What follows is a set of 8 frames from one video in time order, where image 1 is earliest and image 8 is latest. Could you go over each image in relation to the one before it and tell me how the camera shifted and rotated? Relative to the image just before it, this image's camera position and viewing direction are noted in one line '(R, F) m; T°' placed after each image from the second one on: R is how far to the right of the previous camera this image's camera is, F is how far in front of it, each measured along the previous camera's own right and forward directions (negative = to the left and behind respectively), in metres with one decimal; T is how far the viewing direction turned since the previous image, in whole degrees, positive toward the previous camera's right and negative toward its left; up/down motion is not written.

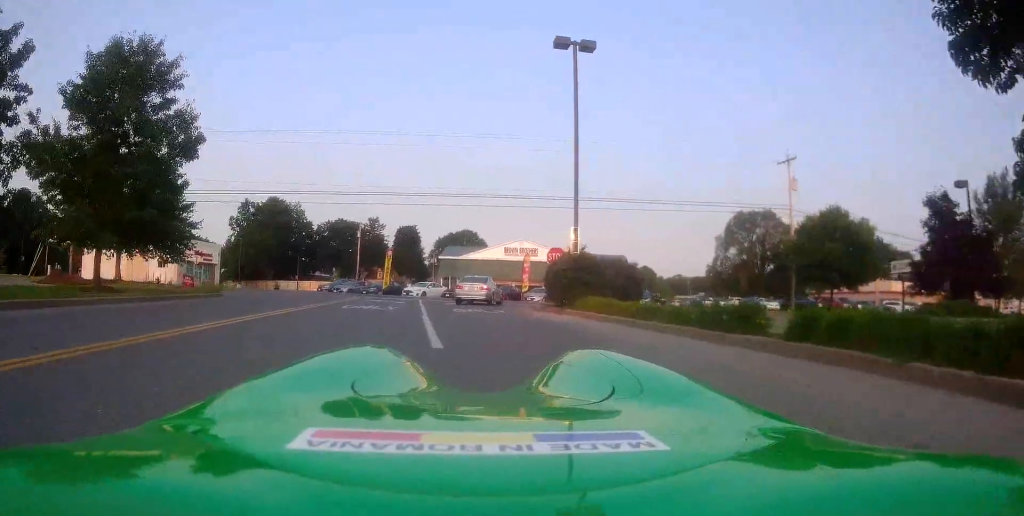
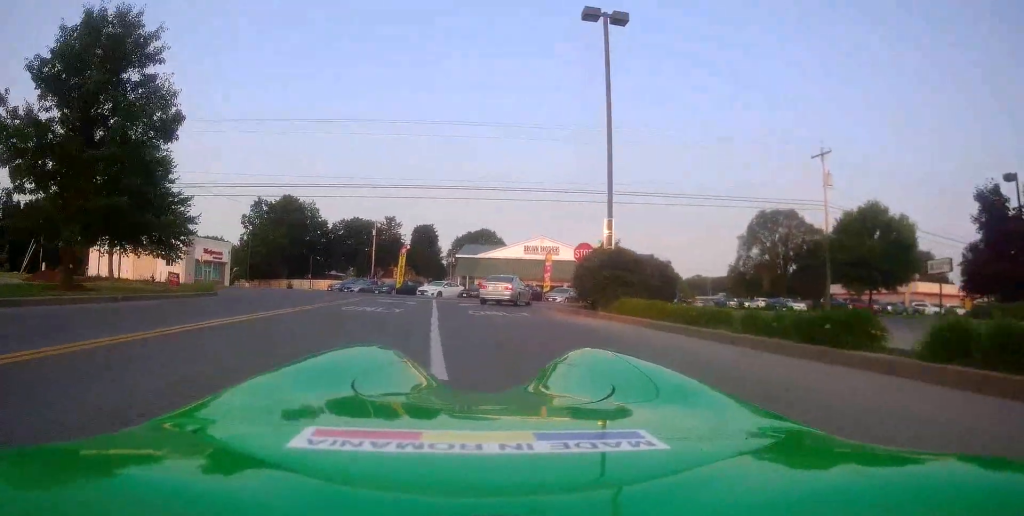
(+0.1, +2.5) m; 0°
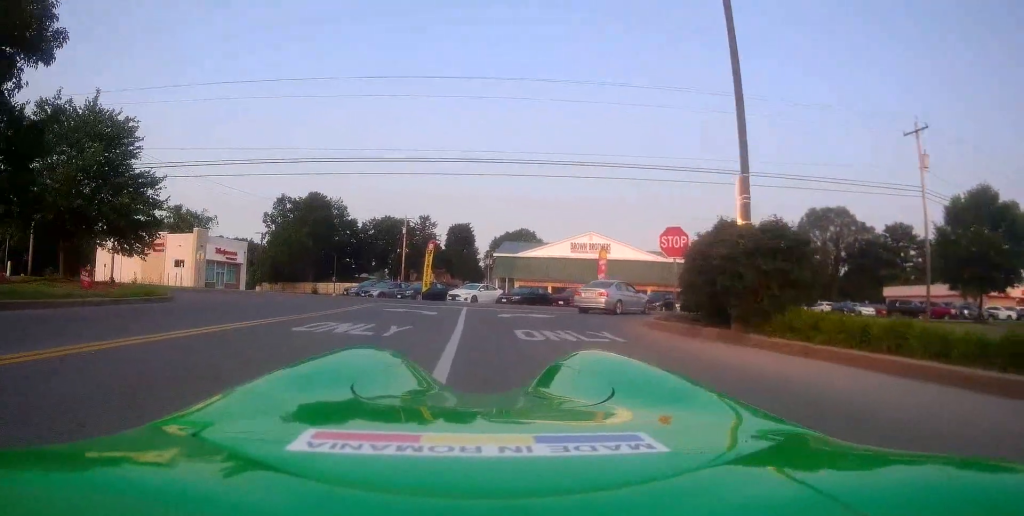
(-0.2, +7.2) m; 0°
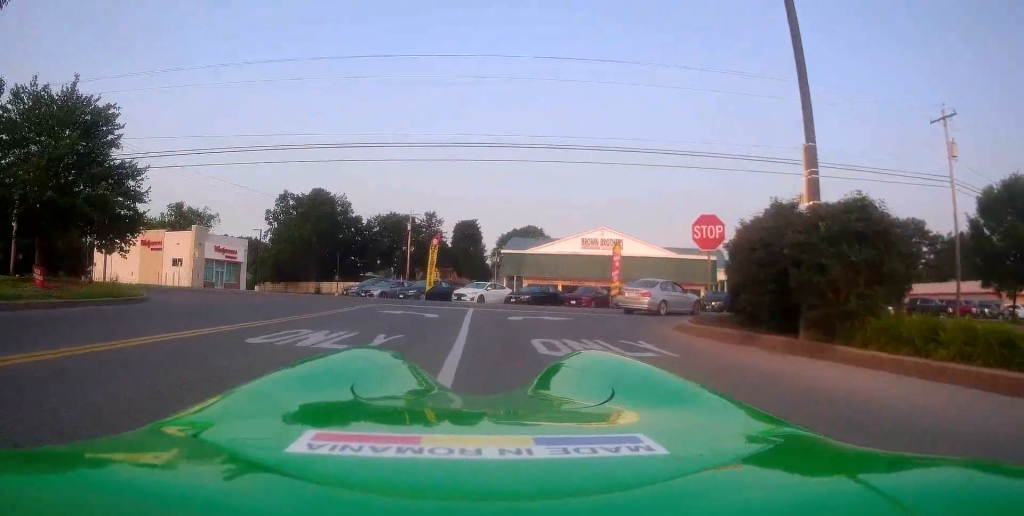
(-0.1, +2.1) m; +1°
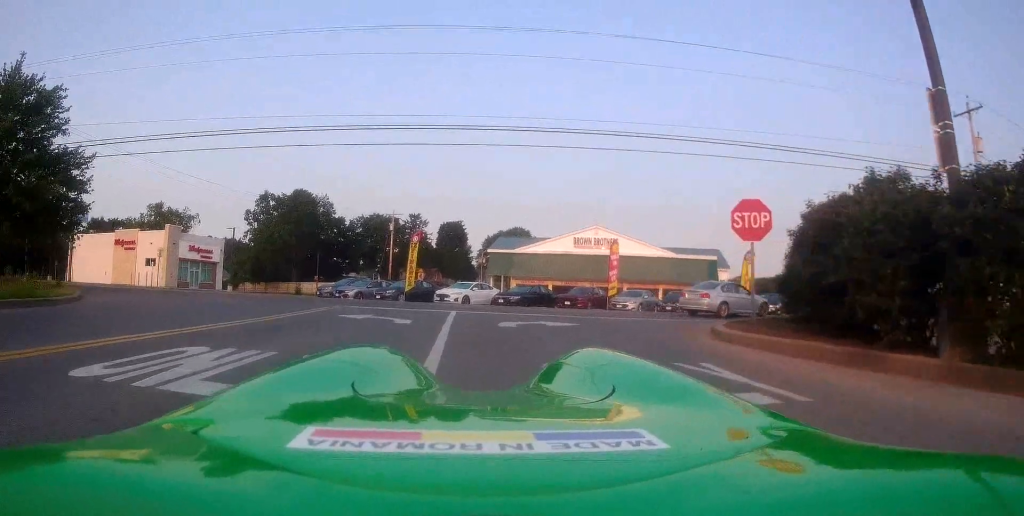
(+0.4, +3.3) m; +4°
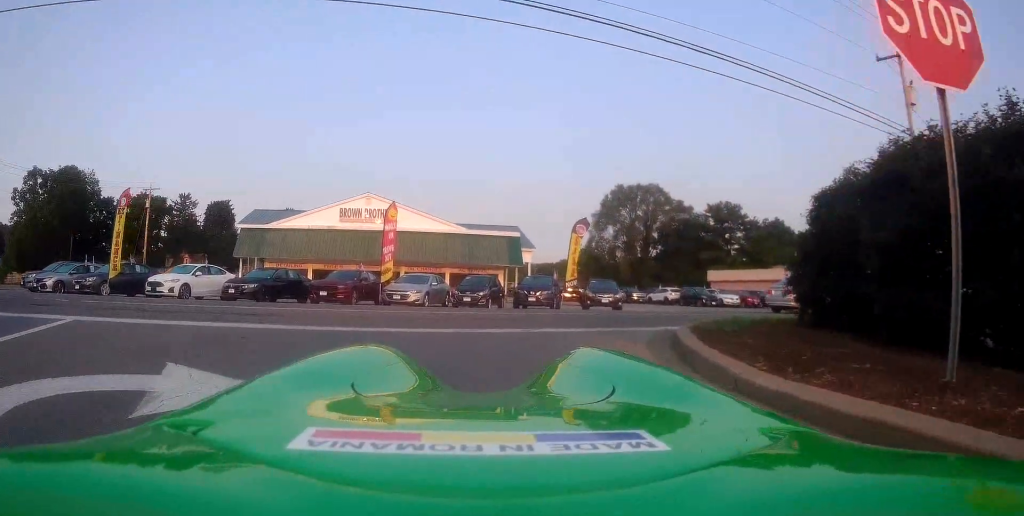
(+0.1, +10.1) m; +12°
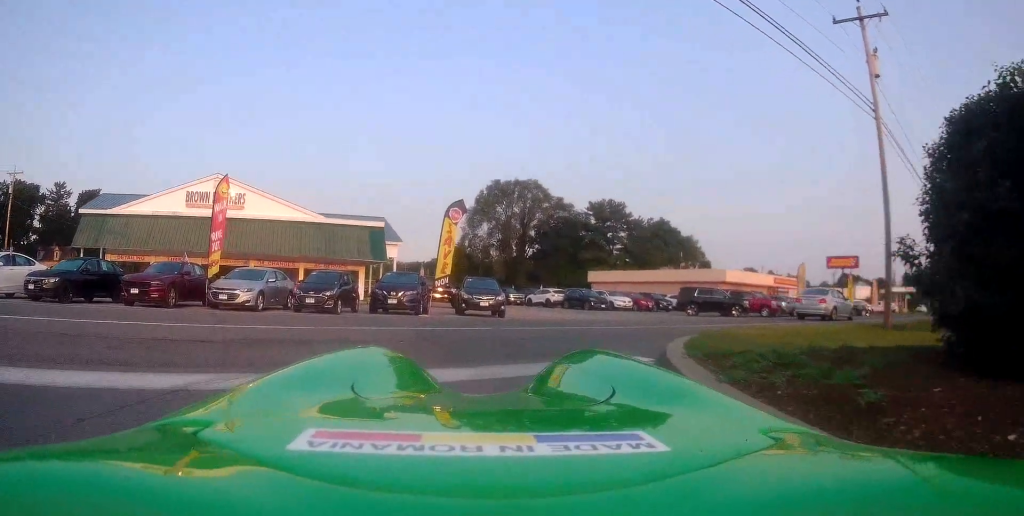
(+1.1, +5.4) m; +20°
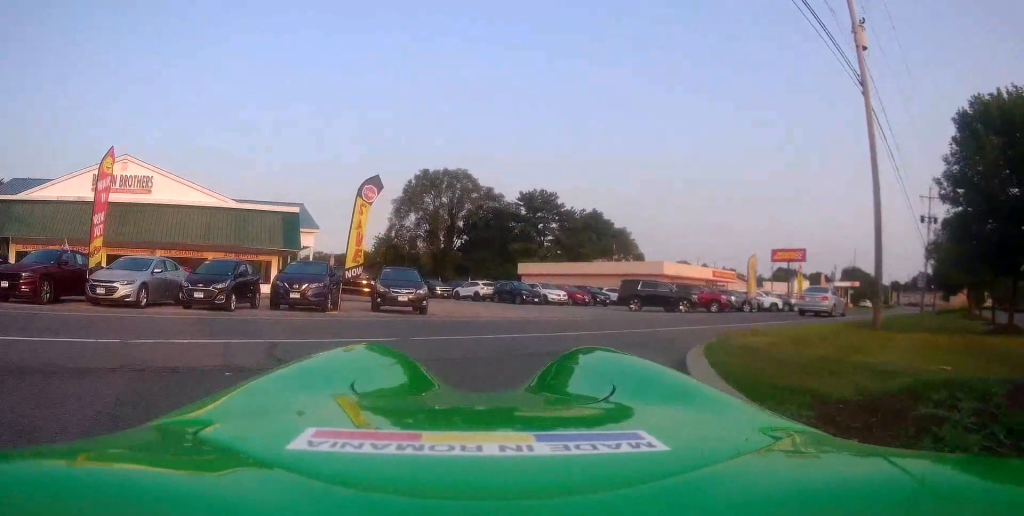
(+0.4, +3.2) m; +8°
